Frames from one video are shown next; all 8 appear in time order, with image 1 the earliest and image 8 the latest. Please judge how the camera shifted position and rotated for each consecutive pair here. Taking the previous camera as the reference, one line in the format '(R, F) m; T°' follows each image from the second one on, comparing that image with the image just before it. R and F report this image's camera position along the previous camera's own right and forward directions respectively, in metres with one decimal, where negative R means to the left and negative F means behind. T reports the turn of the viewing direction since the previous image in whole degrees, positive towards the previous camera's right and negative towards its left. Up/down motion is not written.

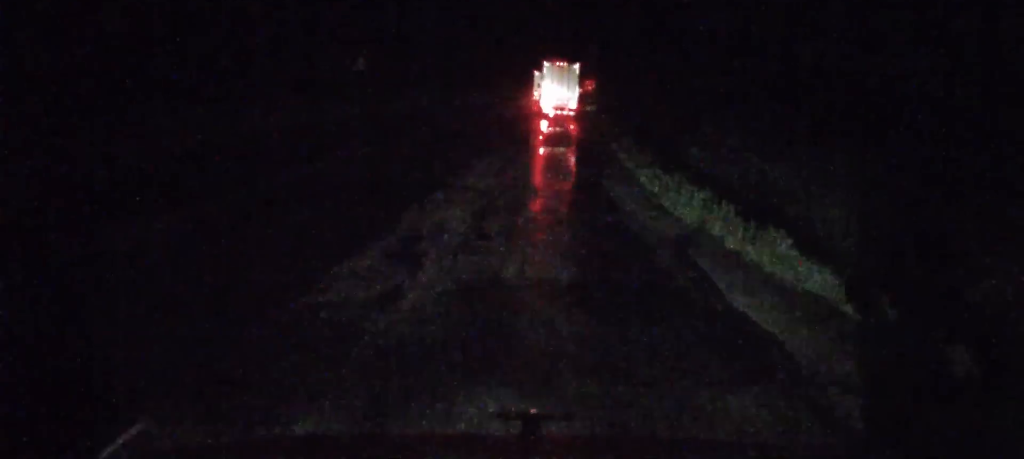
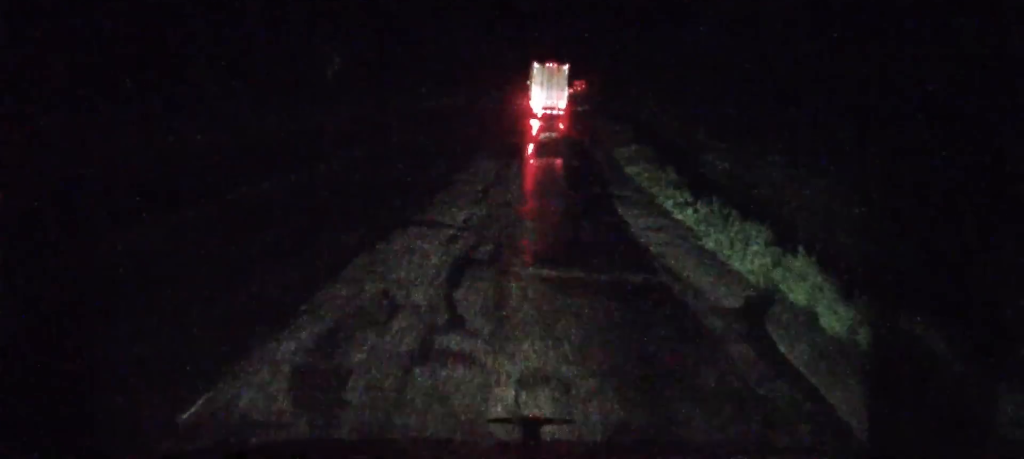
(-0.4, +5.3) m; 0°
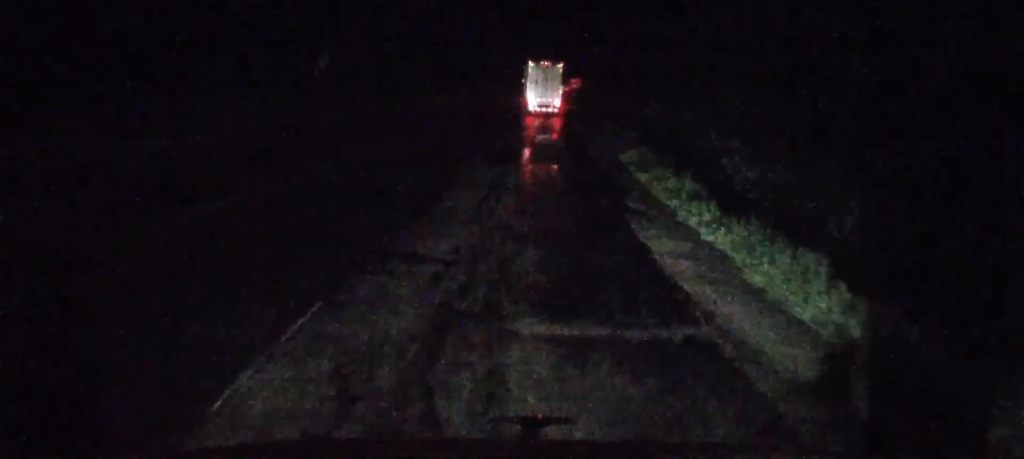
(+0.2, +3.0) m; +2°
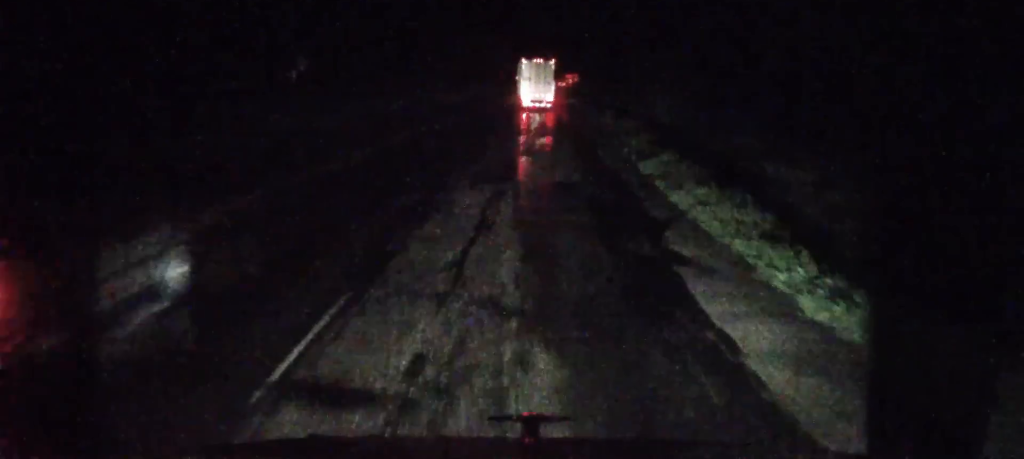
(+0.3, +5.8) m; +2°
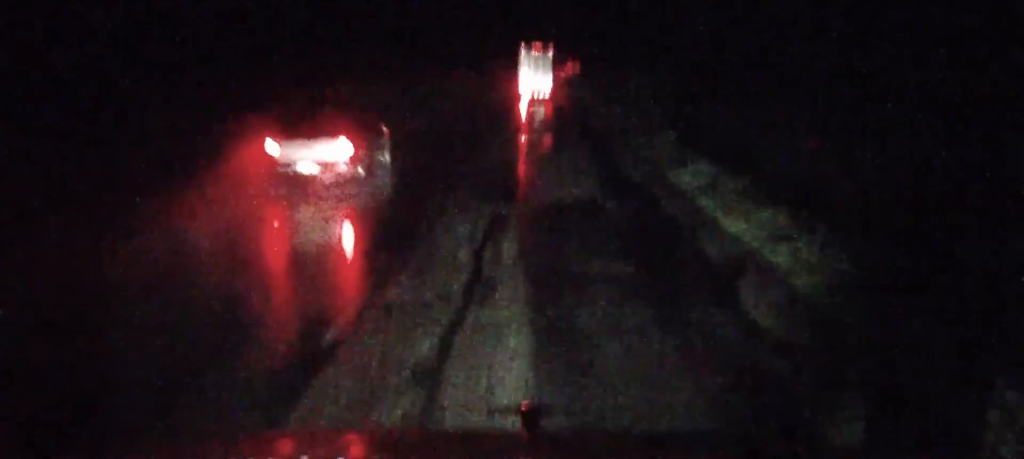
(+0.1, +4.5) m; -3°
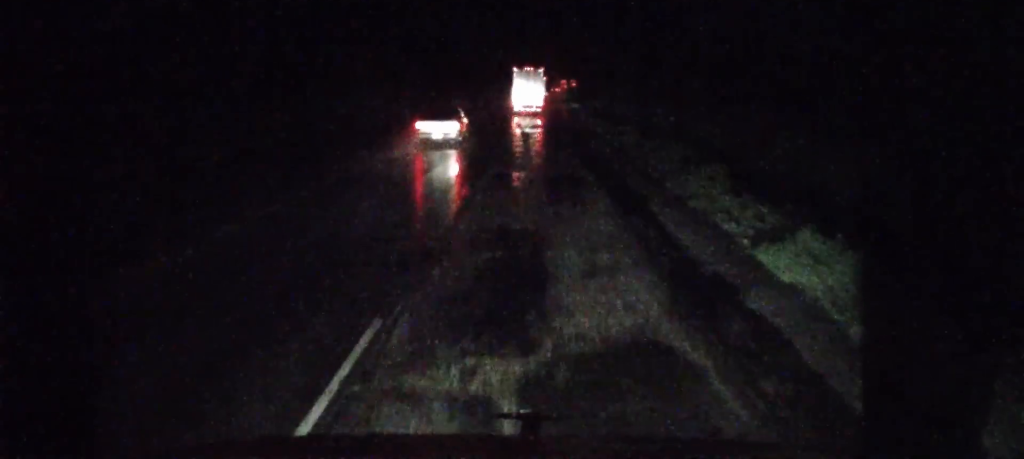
(-0.6, +7.9) m; 0°
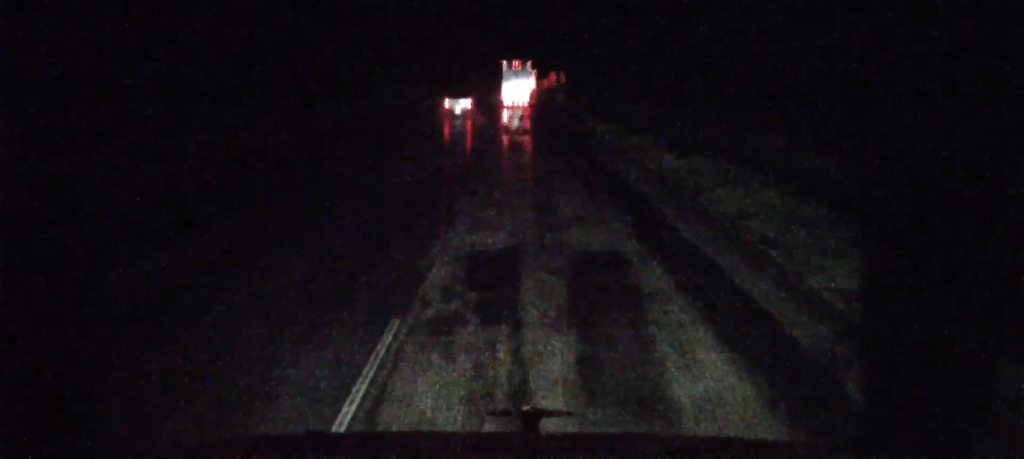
(+0.6, +11.7) m; 0°
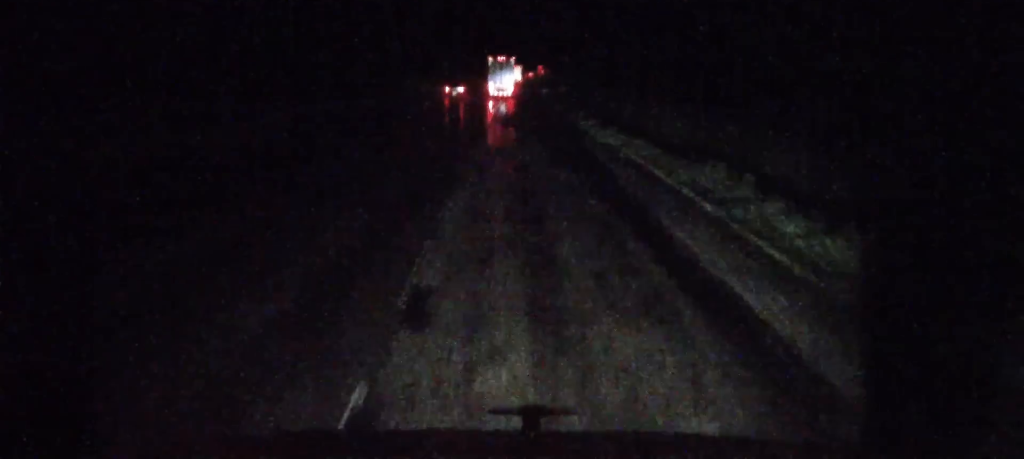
(-0.9, +13.6) m; -4°
